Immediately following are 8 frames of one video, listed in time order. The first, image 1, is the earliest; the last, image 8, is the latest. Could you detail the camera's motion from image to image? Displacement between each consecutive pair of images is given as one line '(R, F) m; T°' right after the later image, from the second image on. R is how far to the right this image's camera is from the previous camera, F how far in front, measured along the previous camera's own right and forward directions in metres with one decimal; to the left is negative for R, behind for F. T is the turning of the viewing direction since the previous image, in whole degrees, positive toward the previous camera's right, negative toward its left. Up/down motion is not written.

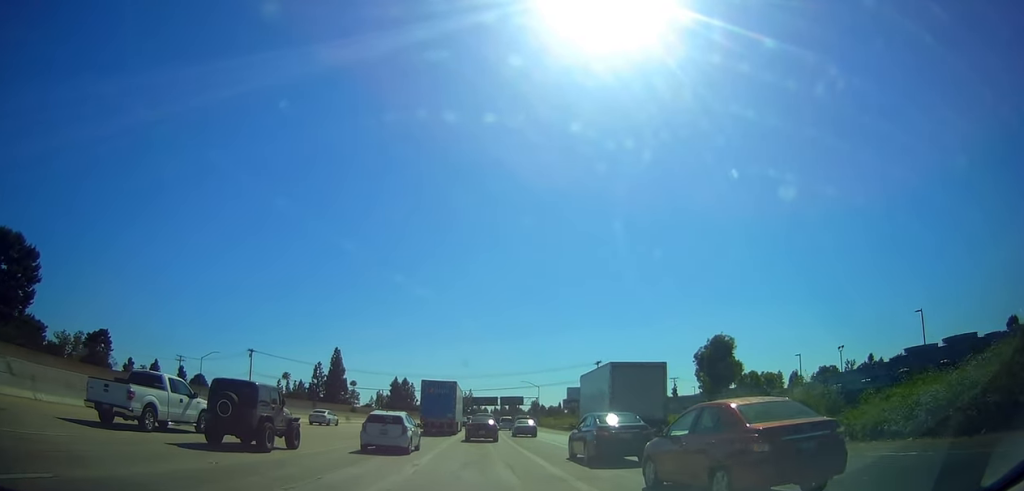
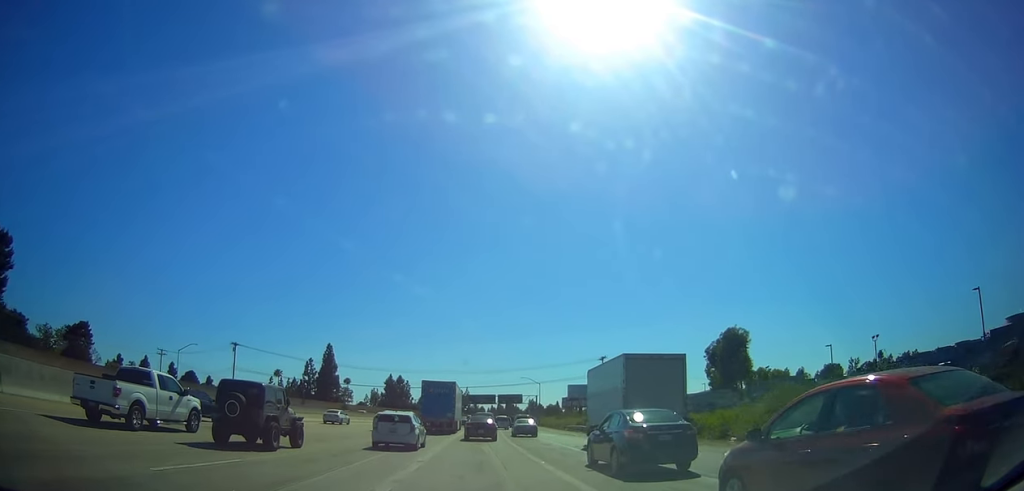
(+0.5, +7.2) m; +1°
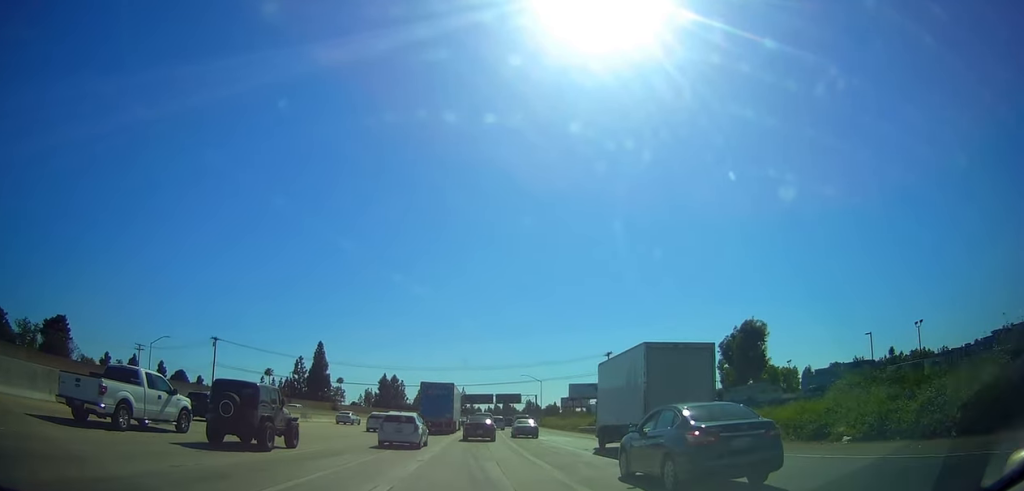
(-0.5, +7.7) m; +1°
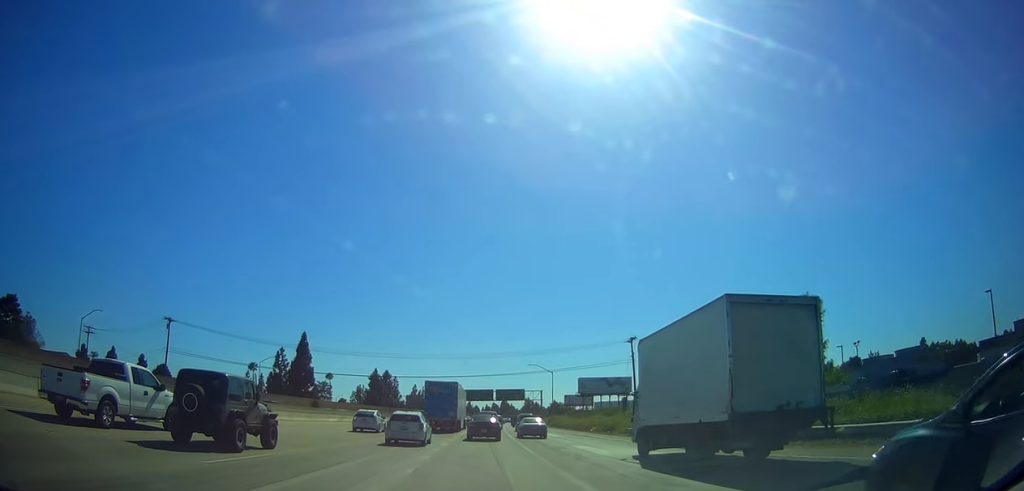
(+0.5, +17.3) m; +2°
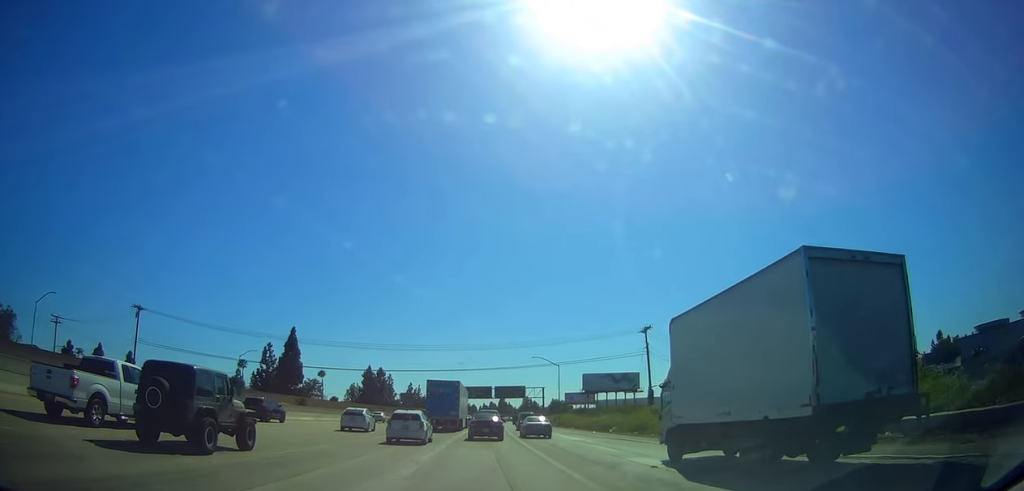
(+0.1, +9.2) m; 0°
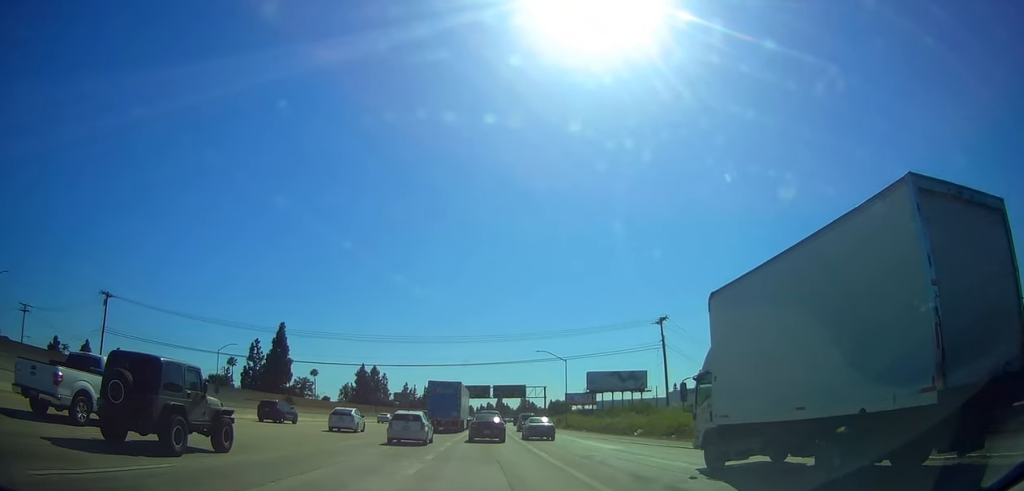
(+0.3, +8.3) m; -1°
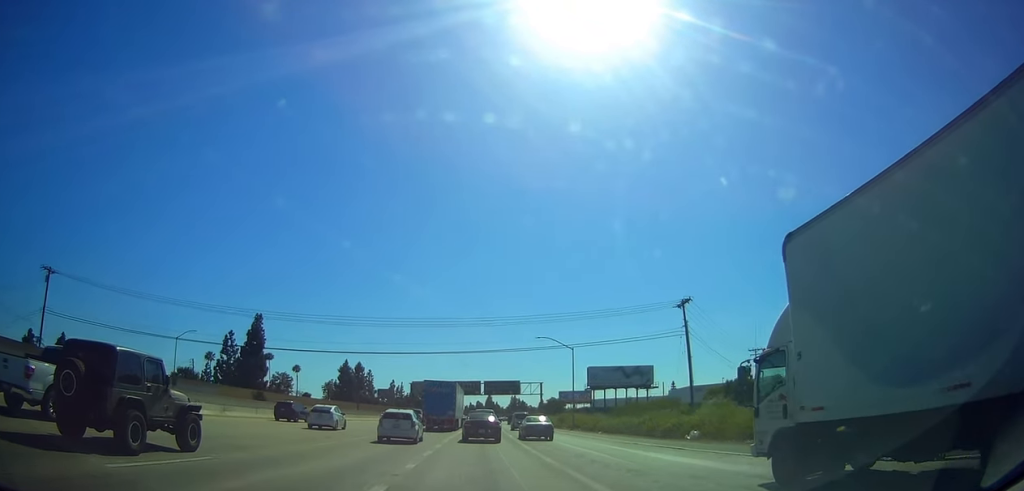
(-0.7, +12.2) m; -3°
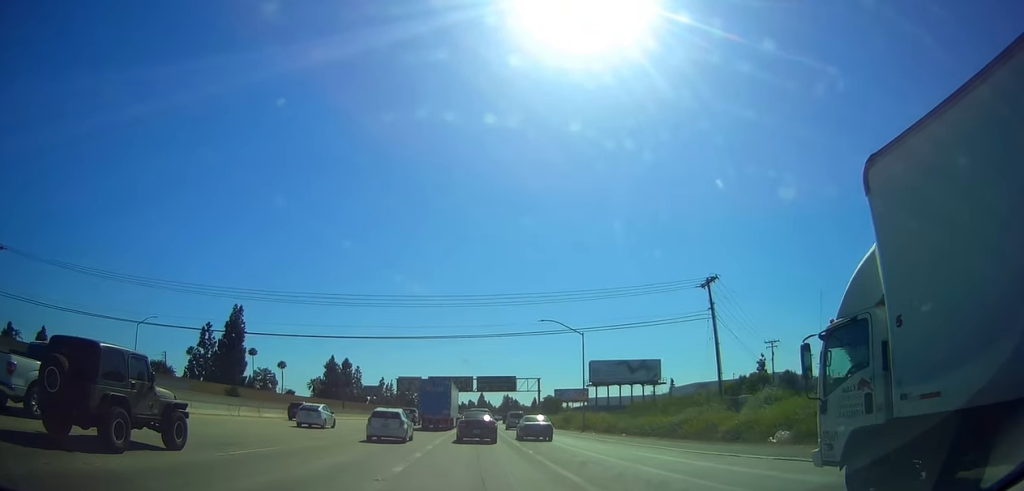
(+0.2, +10.2) m; 0°
